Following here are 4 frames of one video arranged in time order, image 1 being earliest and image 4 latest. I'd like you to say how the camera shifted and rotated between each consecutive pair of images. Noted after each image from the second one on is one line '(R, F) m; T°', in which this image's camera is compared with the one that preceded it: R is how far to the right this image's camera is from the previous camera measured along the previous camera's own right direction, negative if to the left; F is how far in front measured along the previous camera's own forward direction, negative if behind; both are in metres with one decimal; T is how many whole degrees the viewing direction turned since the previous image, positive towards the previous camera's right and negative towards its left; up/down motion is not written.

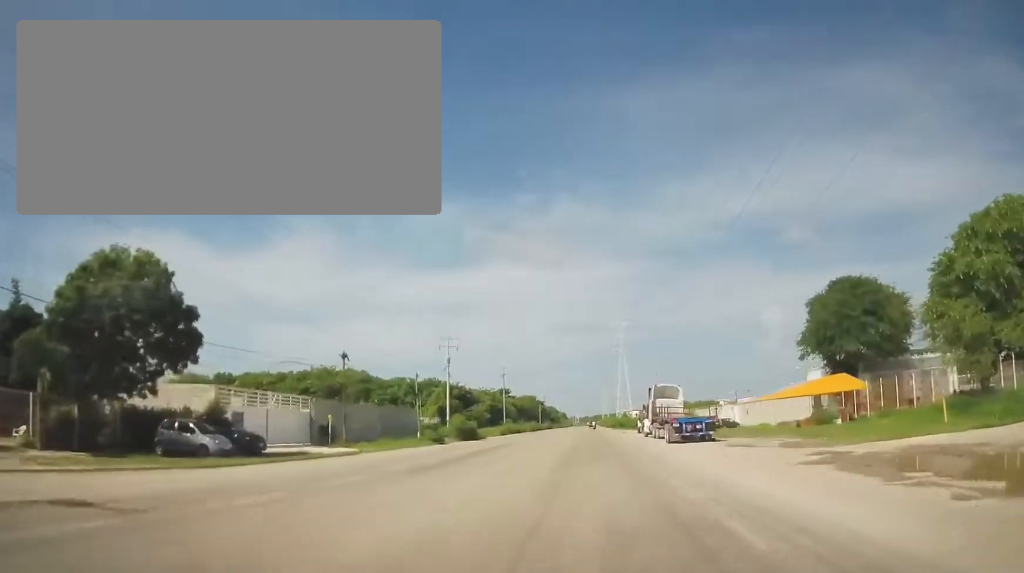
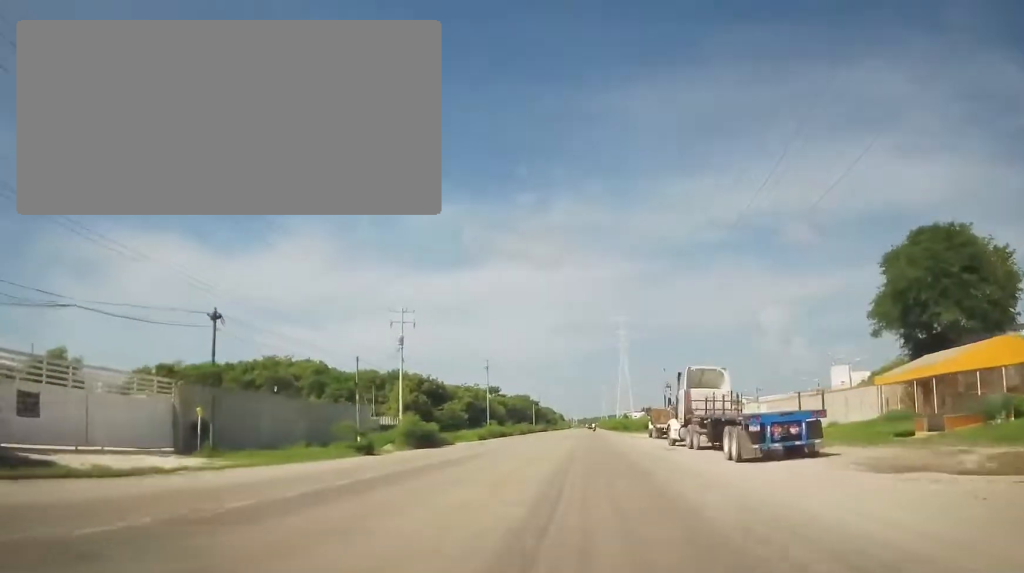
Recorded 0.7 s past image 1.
(0.0, +15.7) m; 0°
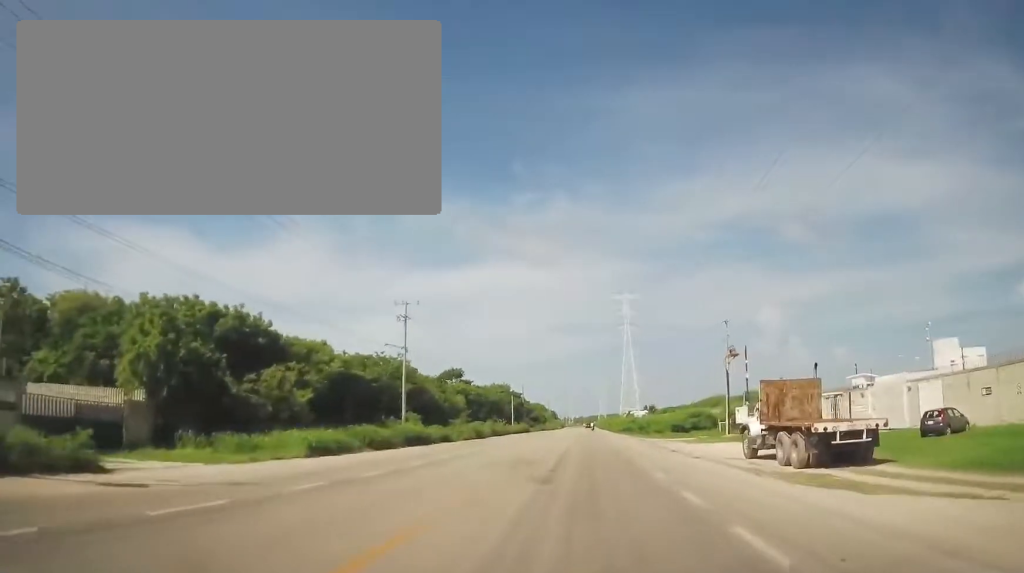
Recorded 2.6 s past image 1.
(+0.2, +40.3) m; 0°
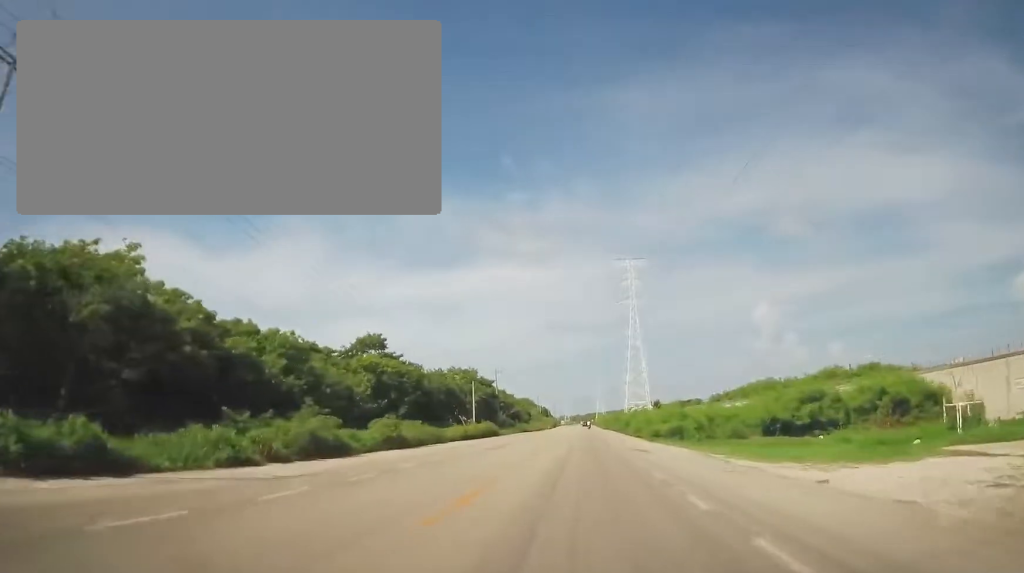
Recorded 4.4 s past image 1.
(0.0, +38.7) m; 0°
